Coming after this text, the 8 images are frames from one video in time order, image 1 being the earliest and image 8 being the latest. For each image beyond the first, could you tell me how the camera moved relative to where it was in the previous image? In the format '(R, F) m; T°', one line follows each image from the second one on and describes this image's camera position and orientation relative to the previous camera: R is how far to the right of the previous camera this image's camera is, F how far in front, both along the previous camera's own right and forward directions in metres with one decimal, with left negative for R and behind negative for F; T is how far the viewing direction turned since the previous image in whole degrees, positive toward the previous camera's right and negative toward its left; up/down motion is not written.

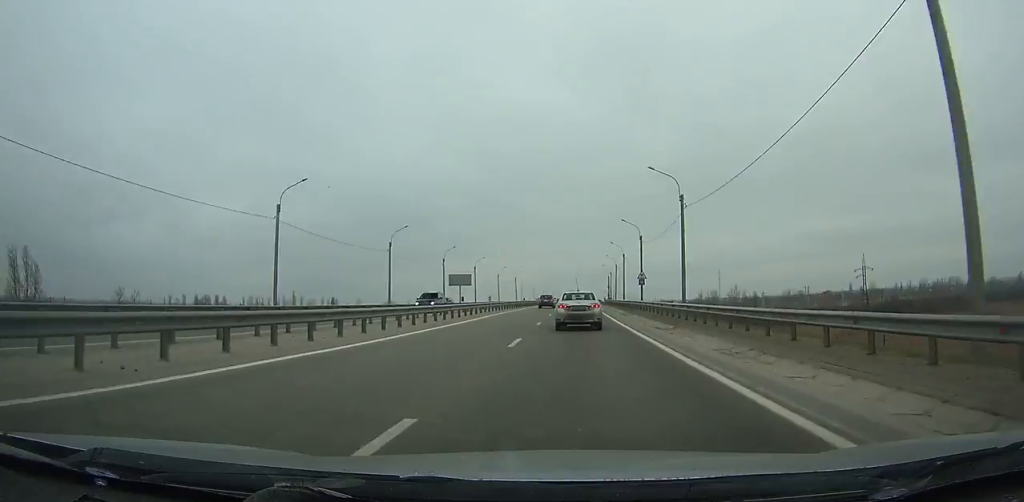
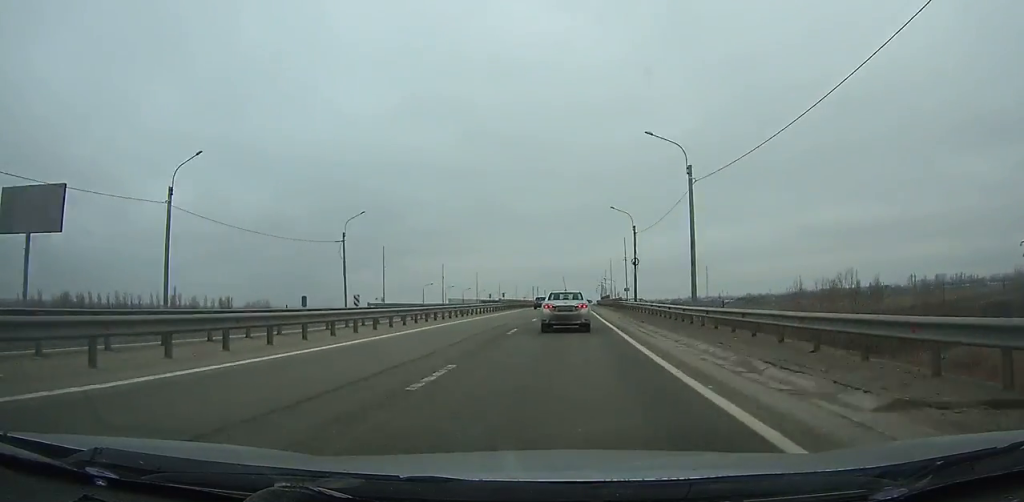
(+2.5, +121.4) m; +2°
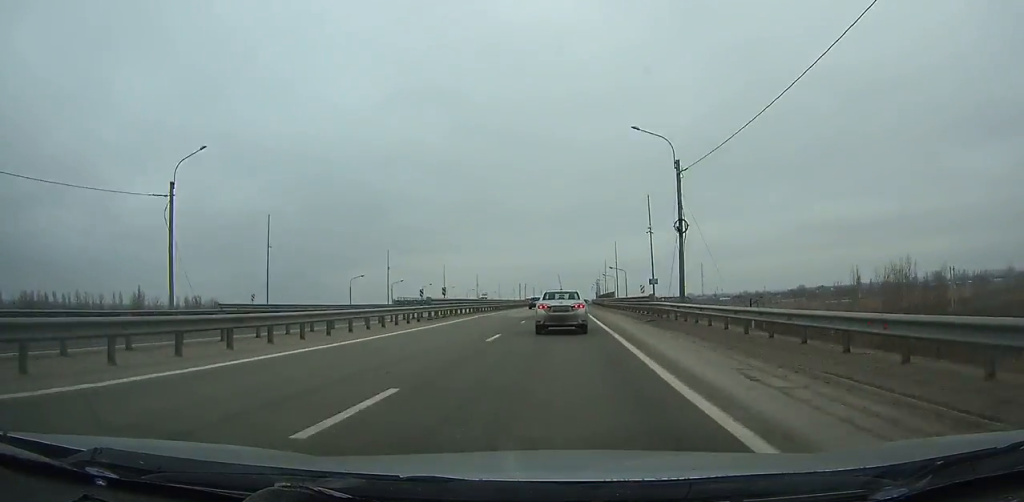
(+0.1, +25.8) m; 0°
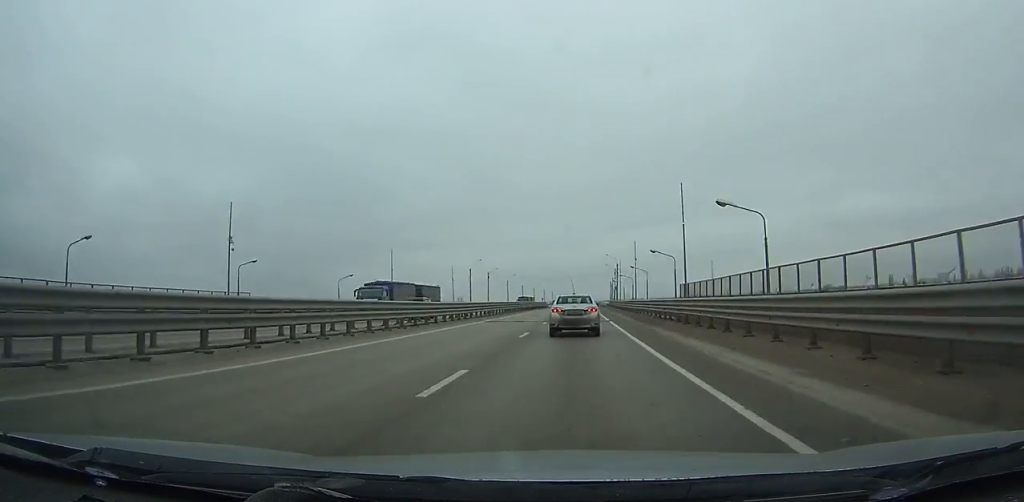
(+1.5, +105.0) m; +2°
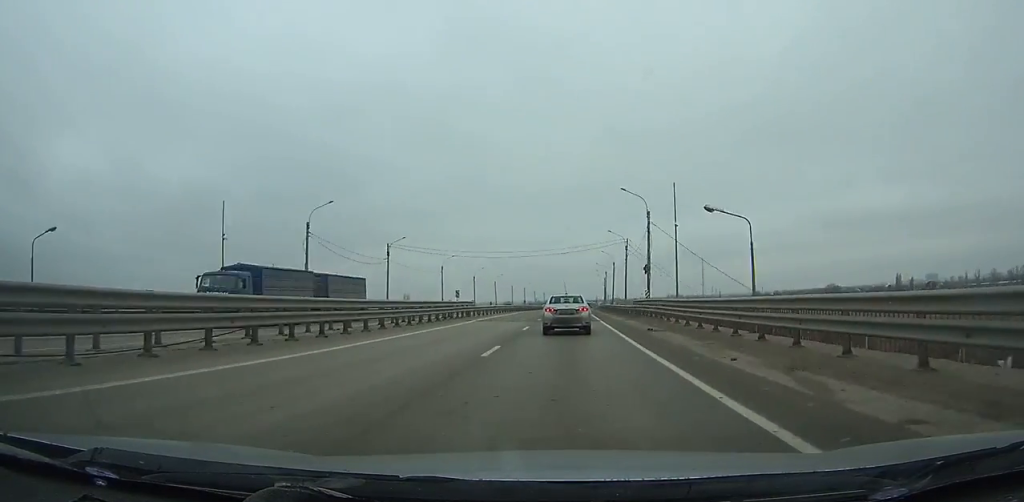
(+1.0, +67.3) m; +1°
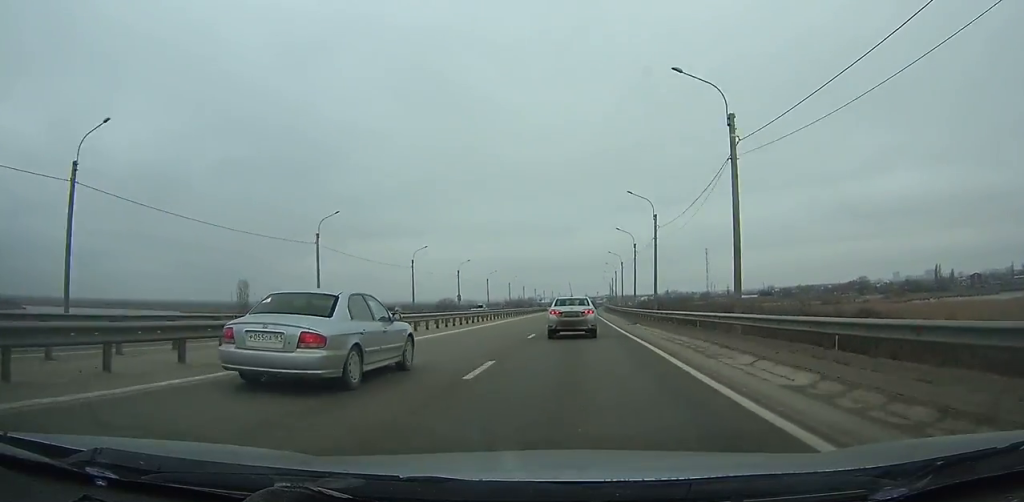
(+1.3, +111.0) m; +2°
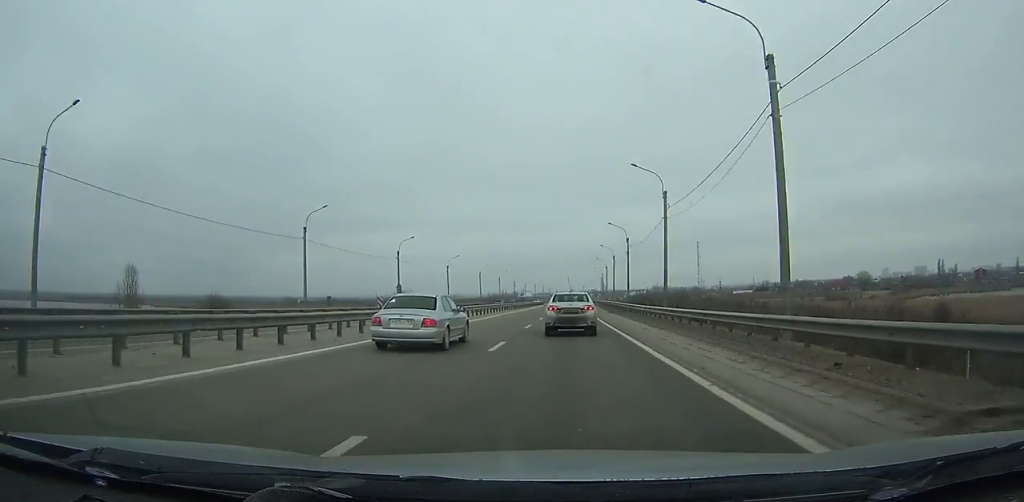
(+0.2, +29.9) m; +1°
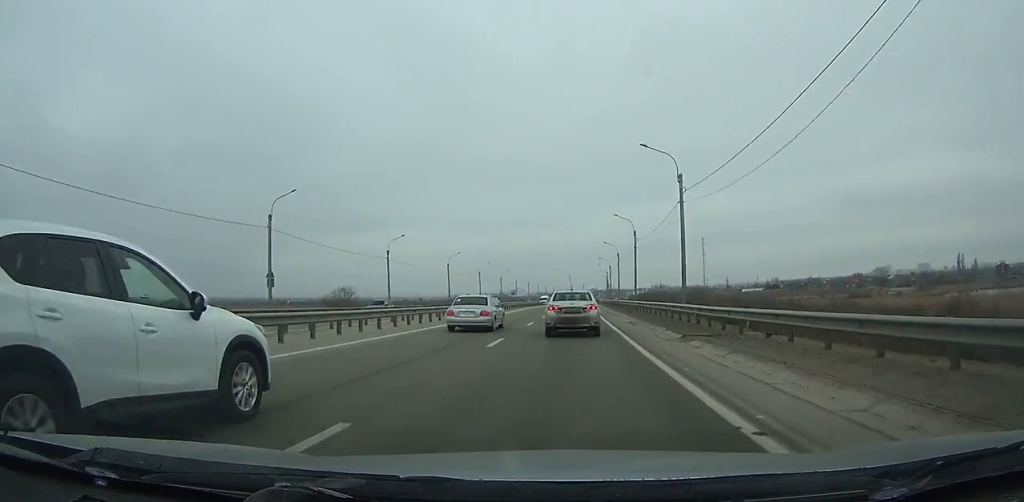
(+0.2, +34.0) m; +1°
